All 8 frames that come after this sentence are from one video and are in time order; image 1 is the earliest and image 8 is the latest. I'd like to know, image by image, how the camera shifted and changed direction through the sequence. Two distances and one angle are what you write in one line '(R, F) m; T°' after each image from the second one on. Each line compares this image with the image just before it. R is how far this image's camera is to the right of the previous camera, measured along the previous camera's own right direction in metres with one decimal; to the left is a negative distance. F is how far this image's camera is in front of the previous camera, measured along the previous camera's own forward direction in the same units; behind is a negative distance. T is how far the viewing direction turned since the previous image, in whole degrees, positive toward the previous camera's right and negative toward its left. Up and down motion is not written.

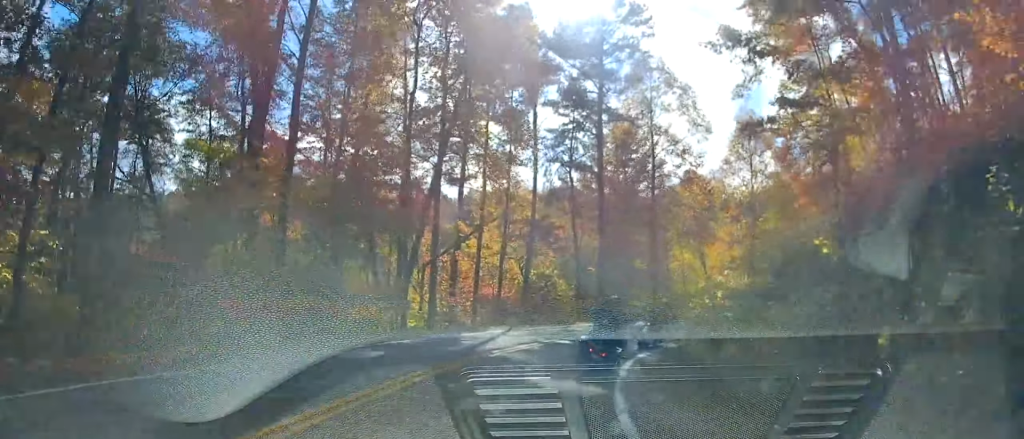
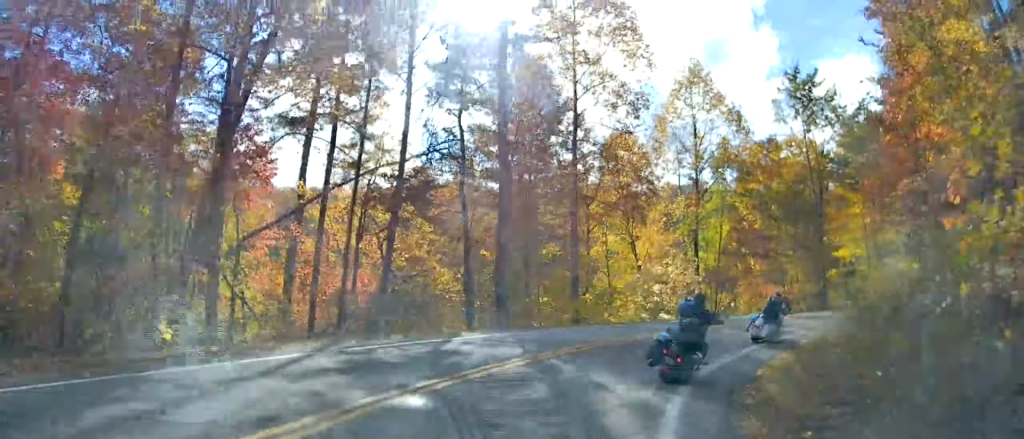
(+0.9, +12.3) m; +13°
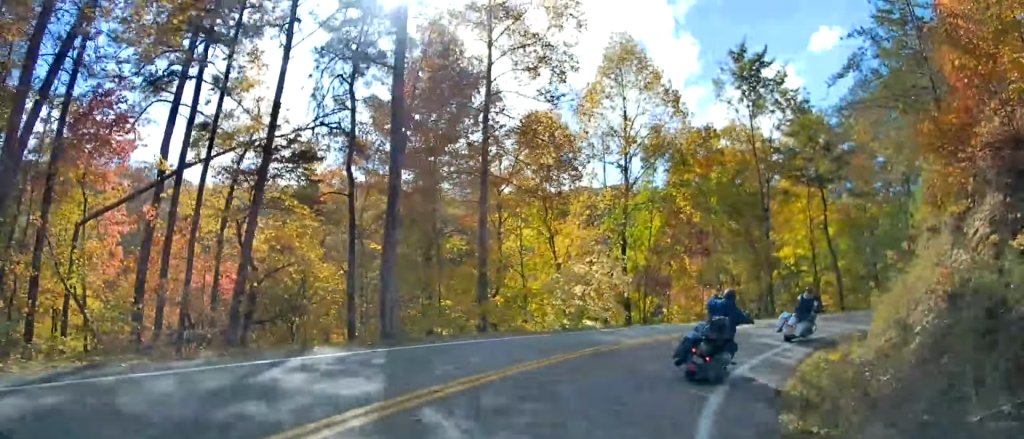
(-0.2, +5.3) m; +8°
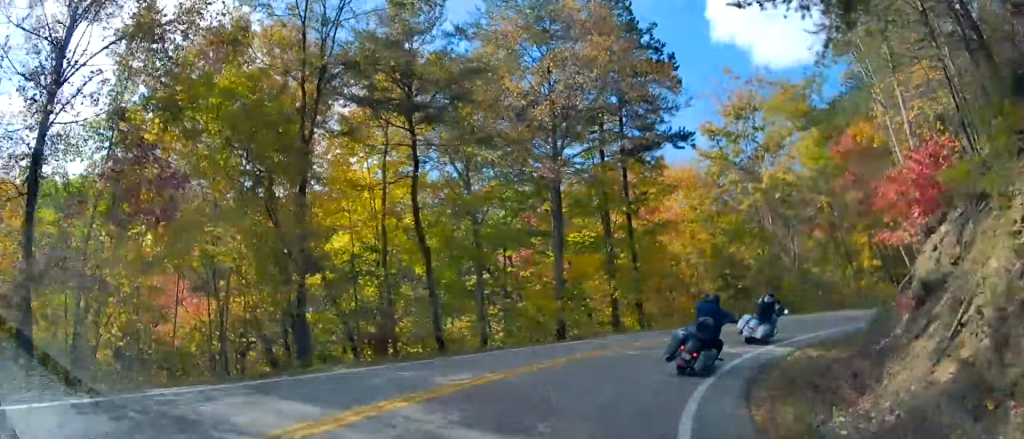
(+8.0, +16.8) m; +45°
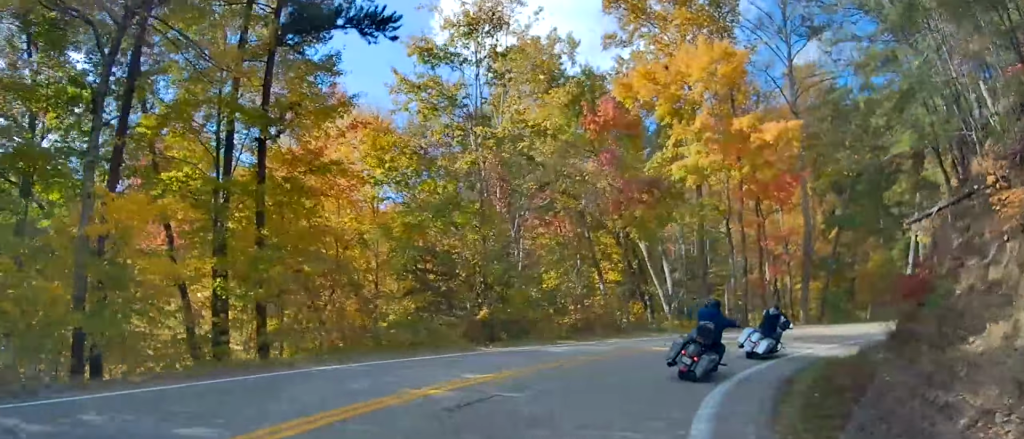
(+2.7, +14.0) m; +25°
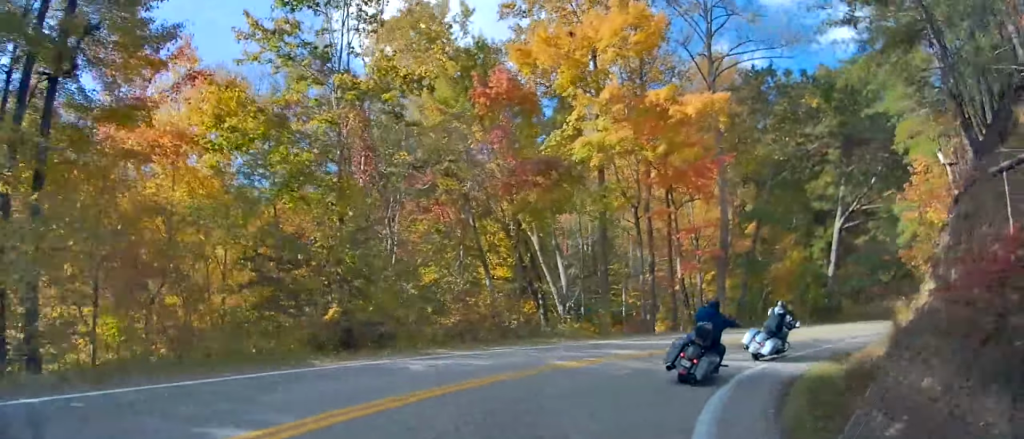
(+0.9, +4.9) m; +9°
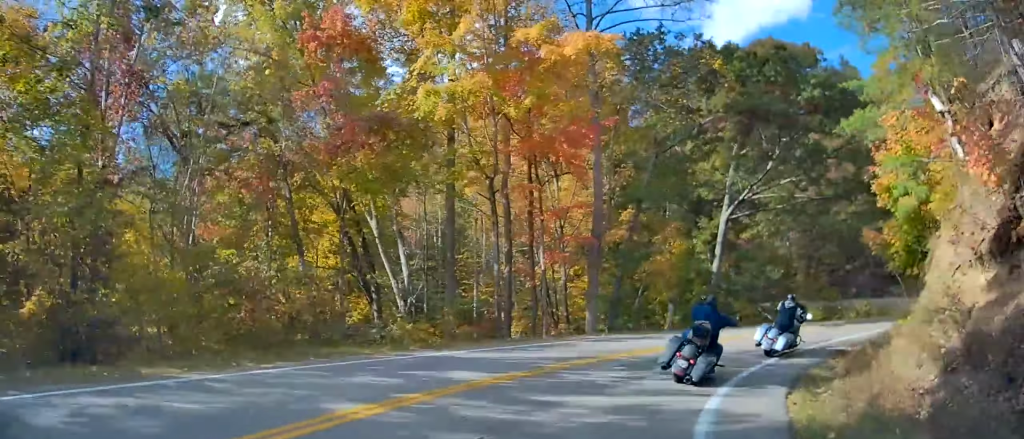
(+0.3, +6.5) m; +11°
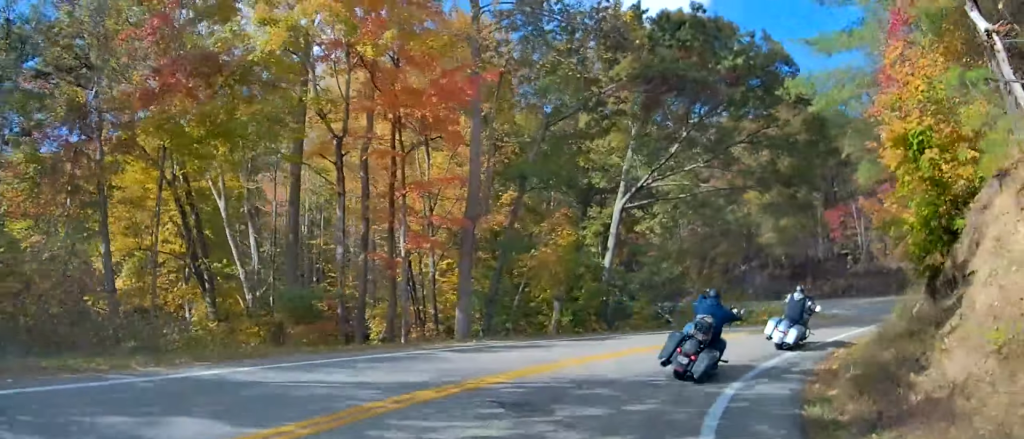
(+0.8, +5.4) m; +9°
